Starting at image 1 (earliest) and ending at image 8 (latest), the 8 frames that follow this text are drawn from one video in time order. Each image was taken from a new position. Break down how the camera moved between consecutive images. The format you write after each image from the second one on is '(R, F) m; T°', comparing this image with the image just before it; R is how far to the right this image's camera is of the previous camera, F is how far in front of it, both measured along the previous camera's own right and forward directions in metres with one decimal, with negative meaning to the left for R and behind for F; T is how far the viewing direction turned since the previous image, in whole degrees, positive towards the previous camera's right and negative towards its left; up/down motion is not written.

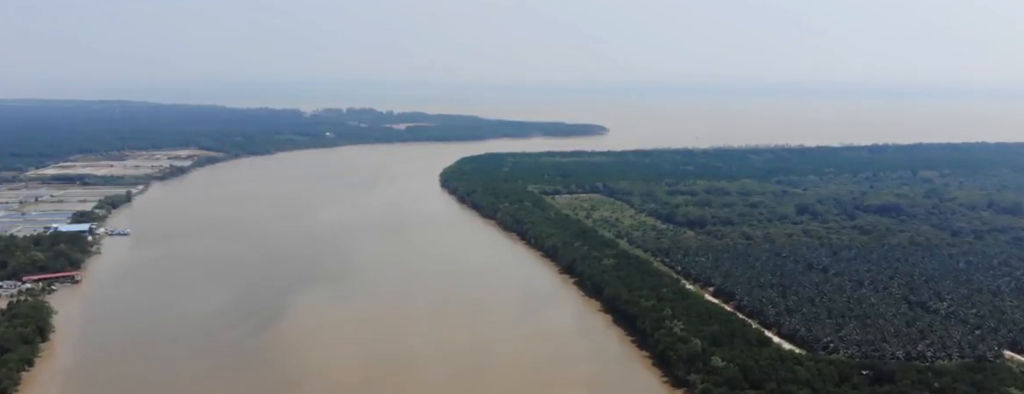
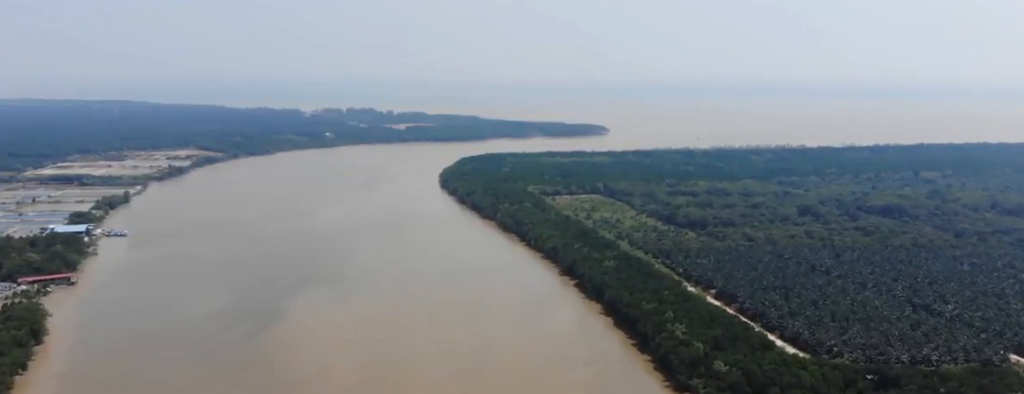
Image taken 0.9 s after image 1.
(-0.1, +6.6) m; -1°
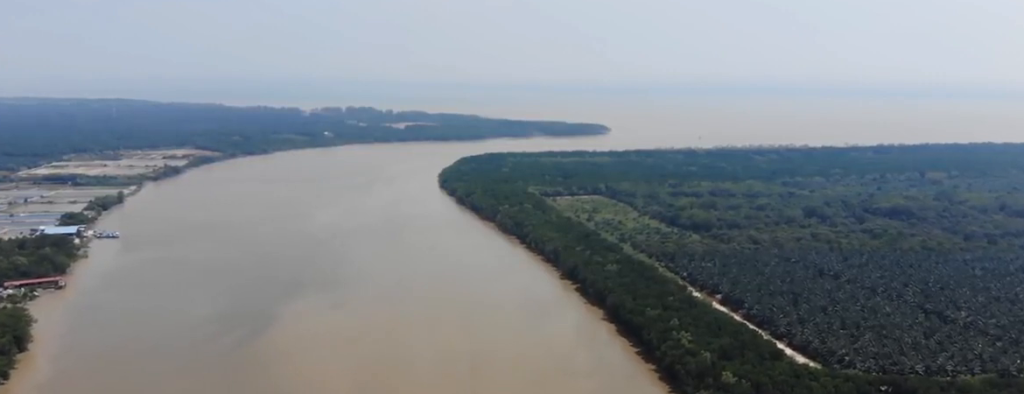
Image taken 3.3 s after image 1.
(-0.1, +18.0) m; 0°
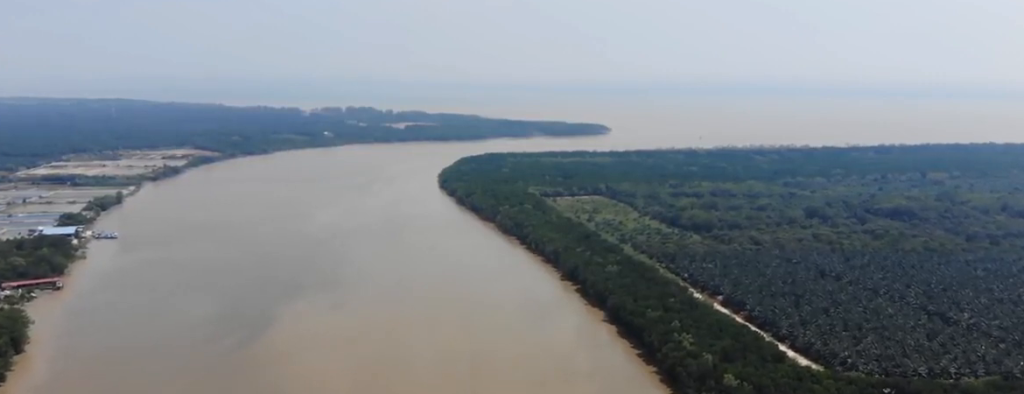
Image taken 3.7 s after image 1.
(0.0, +3.5) m; 0°
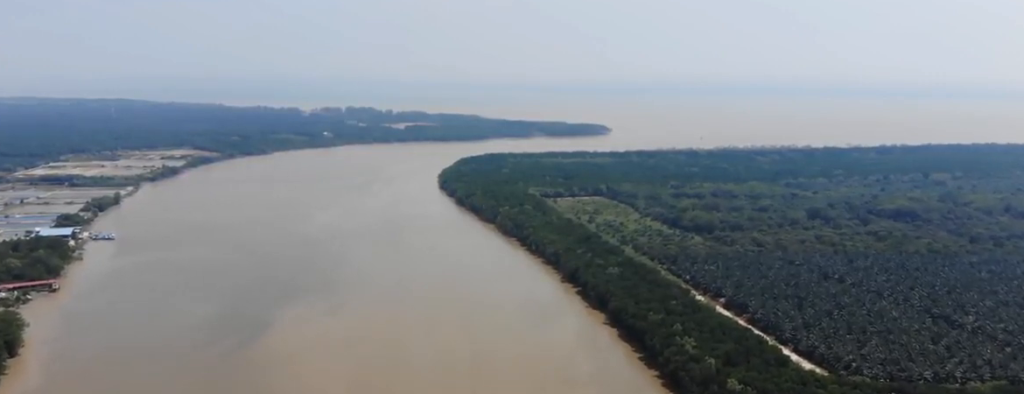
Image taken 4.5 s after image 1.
(0.0, +6.0) m; 0°
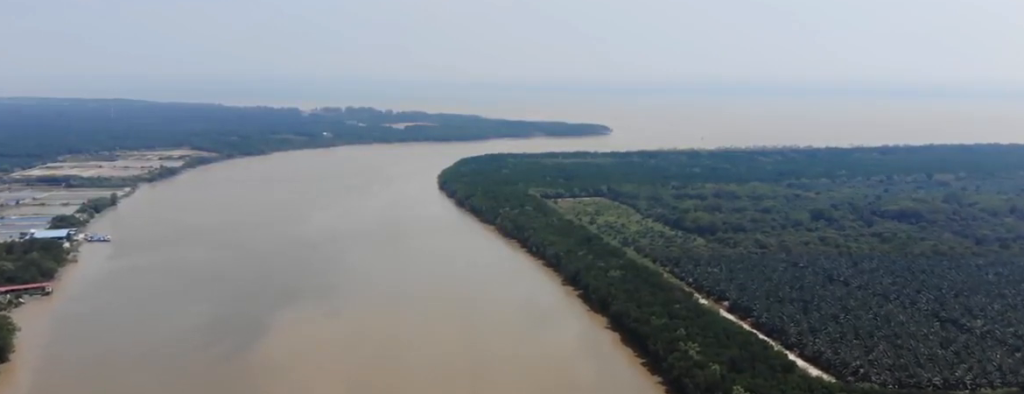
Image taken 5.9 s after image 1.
(+0.1, +10.0) m; 0°
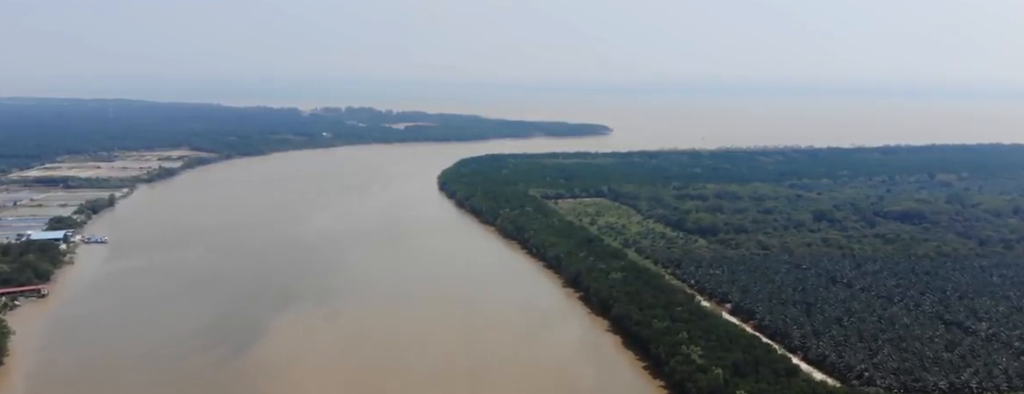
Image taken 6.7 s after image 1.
(0.0, +6.0) m; 0°
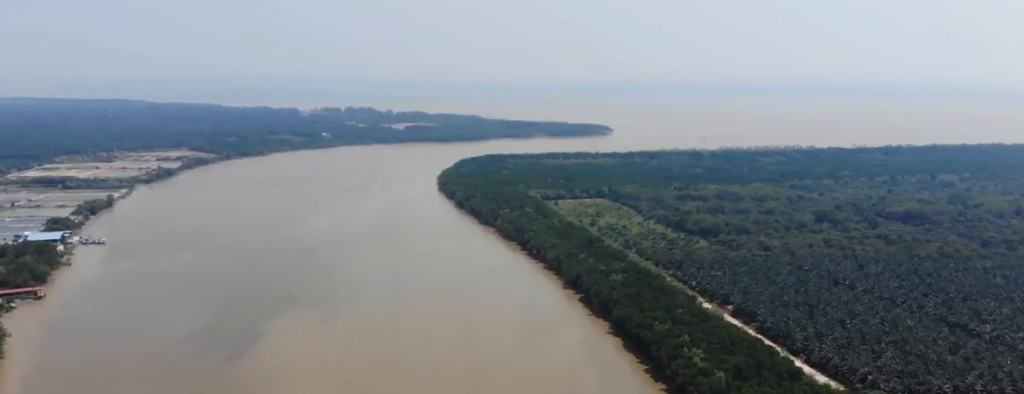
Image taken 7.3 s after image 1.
(0.0, +4.7) m; 0°
